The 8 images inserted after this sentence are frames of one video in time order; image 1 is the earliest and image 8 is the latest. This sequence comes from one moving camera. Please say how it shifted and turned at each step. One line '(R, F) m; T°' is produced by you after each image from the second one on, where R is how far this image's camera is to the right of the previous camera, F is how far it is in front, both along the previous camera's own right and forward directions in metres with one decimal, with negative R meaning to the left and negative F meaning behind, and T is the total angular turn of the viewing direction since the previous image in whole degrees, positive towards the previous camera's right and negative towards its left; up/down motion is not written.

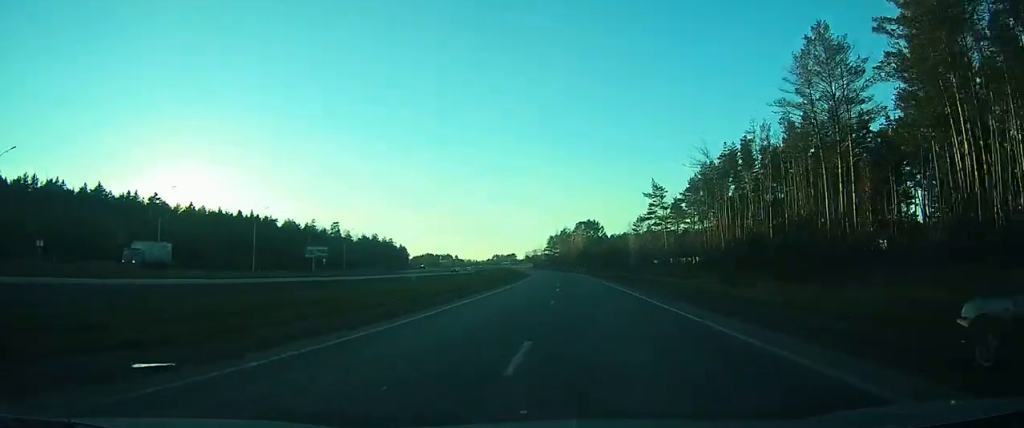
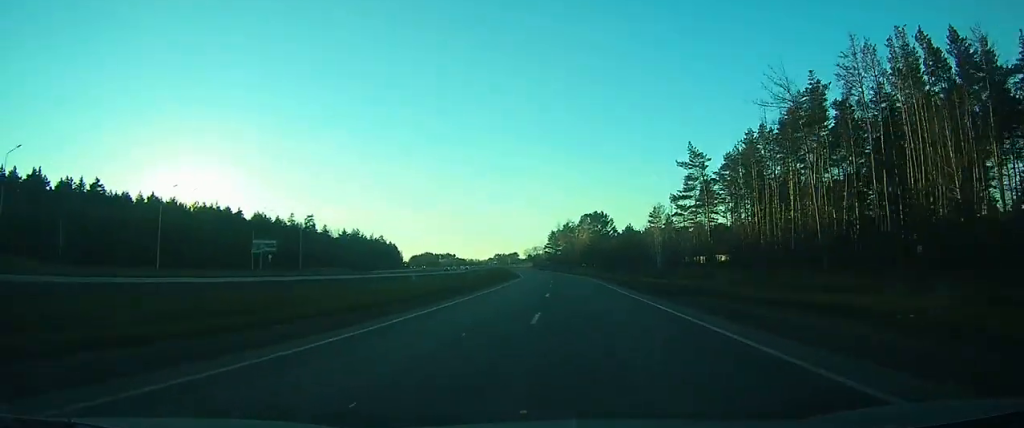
(0.0, +31.0) m; -1°
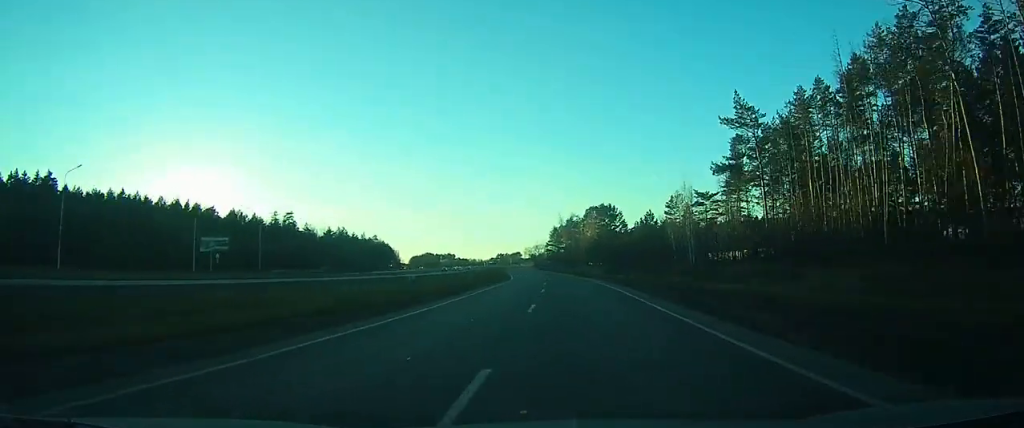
(-0.1, +21.2) m; -1°
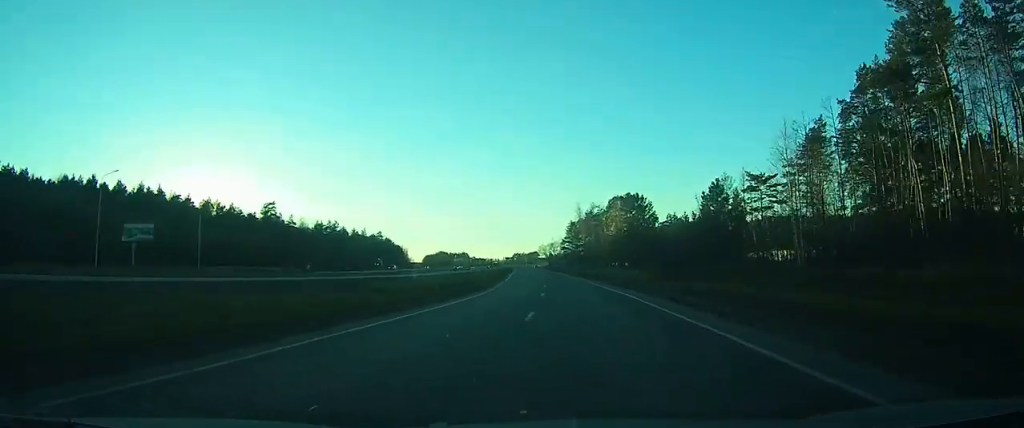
(-0.2, +26.6) m; -1°
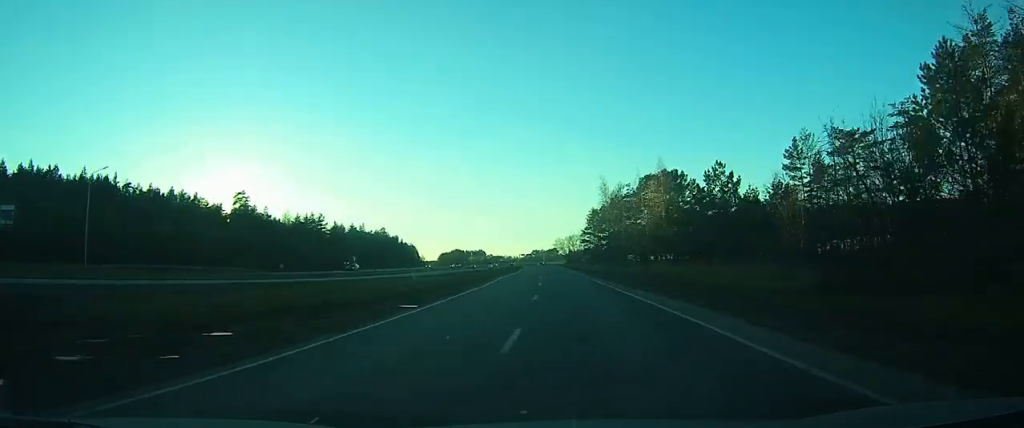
(-0.4, +28.9) m; -2°
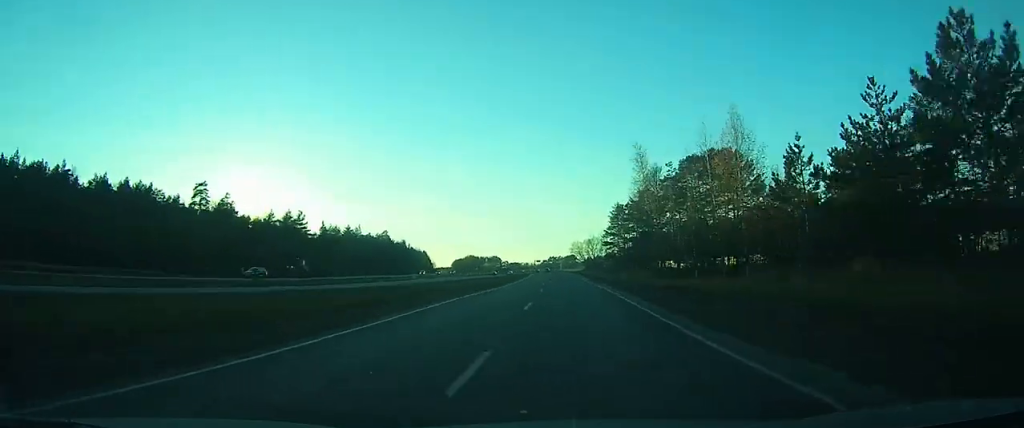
(-0.5, +25.4) m; -1°
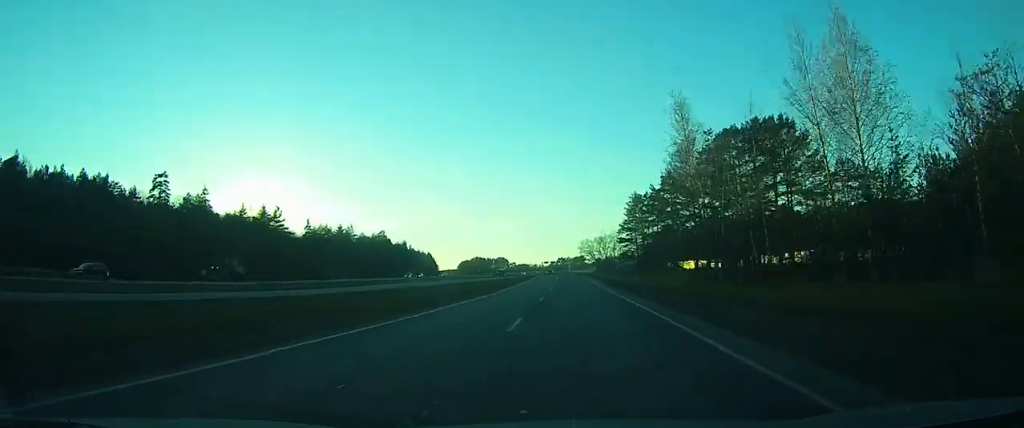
(-0.1, +17.3) m; -1°
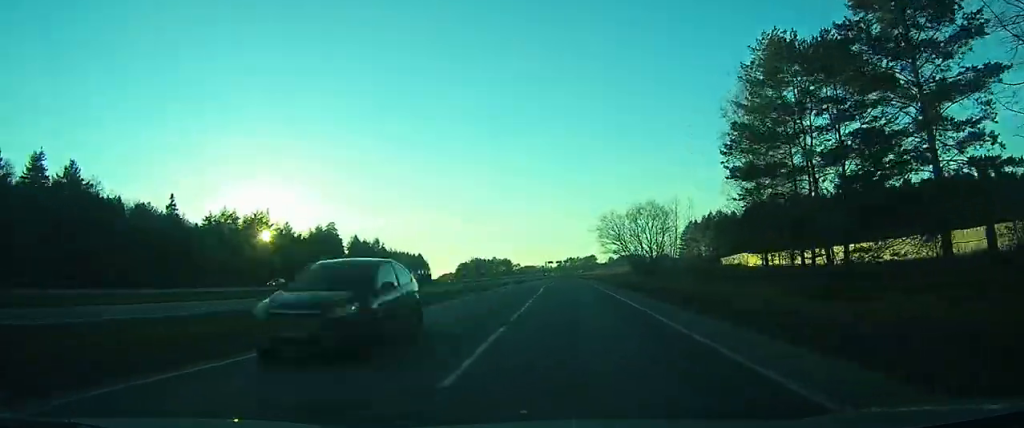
(-0.8, +66.9) m; -1°
